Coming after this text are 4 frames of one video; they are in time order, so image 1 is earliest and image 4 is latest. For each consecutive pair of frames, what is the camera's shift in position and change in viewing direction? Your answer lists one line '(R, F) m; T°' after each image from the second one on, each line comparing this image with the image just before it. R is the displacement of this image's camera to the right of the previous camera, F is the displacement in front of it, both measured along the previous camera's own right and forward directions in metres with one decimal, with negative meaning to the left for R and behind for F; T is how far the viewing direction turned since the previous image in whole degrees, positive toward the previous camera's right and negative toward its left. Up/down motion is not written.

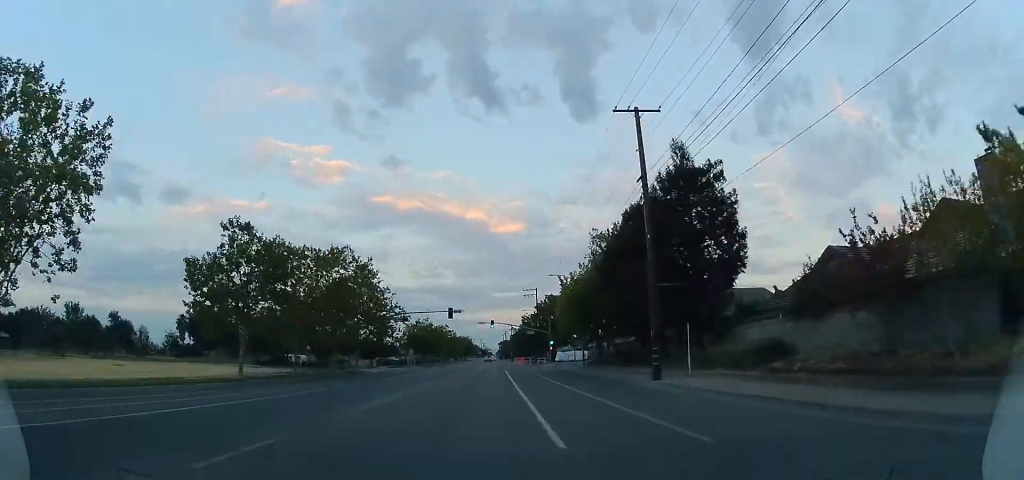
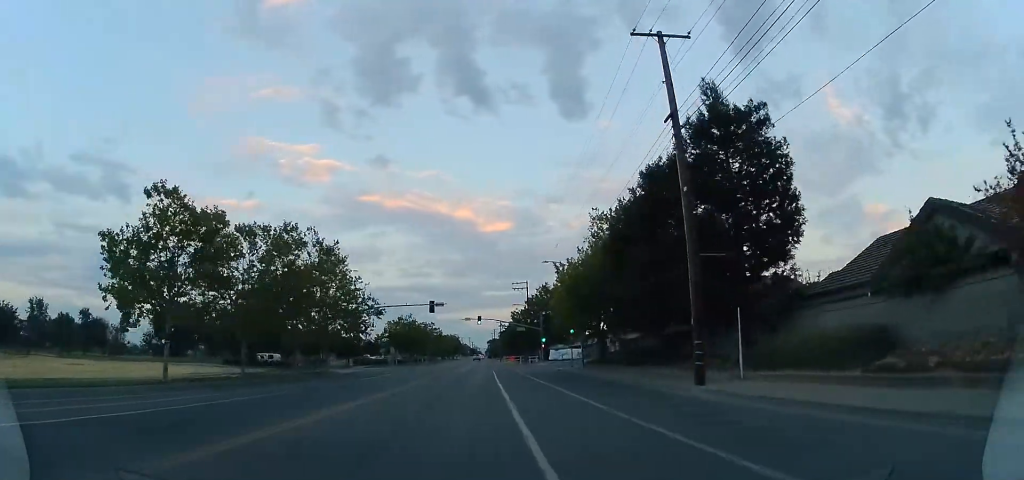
(-0.1, +6.9) m; +1°
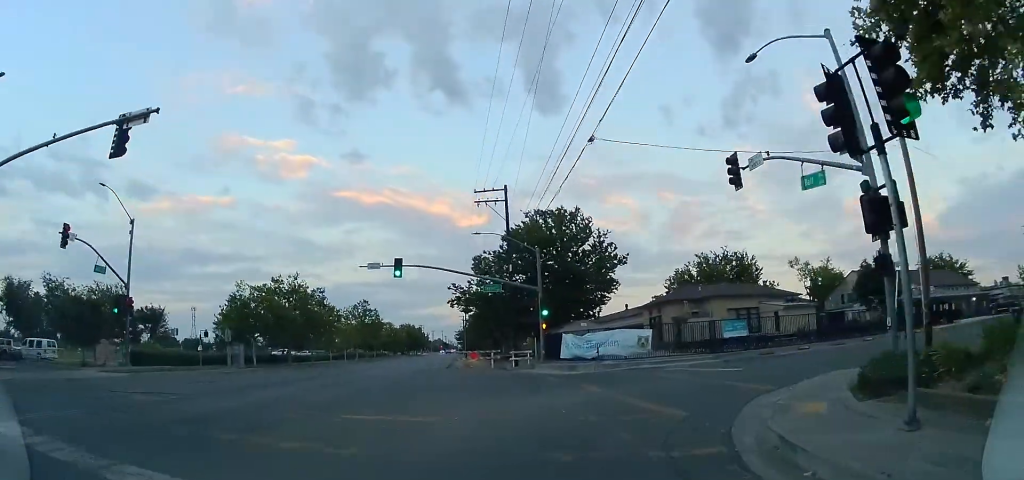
(+4.6, +47.6) m; +5°
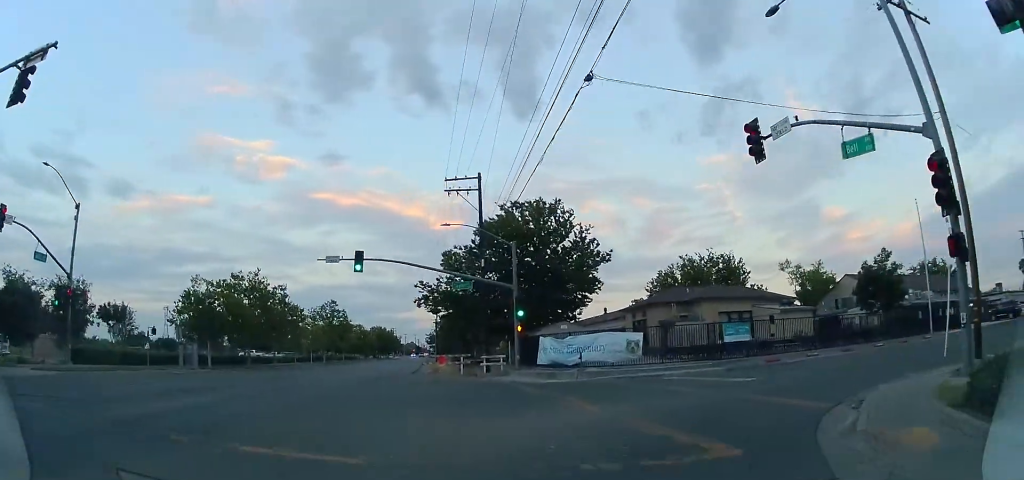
(-0.3, +4.1) m; +3°
